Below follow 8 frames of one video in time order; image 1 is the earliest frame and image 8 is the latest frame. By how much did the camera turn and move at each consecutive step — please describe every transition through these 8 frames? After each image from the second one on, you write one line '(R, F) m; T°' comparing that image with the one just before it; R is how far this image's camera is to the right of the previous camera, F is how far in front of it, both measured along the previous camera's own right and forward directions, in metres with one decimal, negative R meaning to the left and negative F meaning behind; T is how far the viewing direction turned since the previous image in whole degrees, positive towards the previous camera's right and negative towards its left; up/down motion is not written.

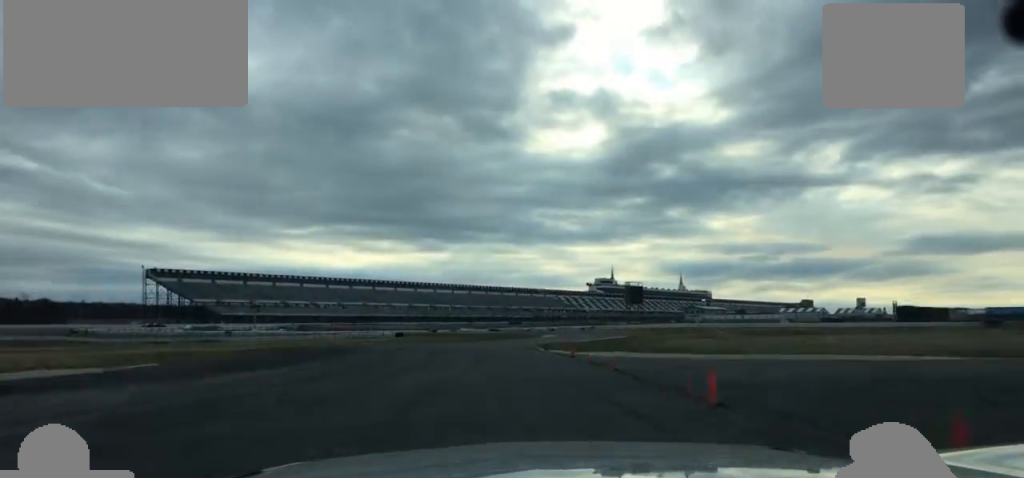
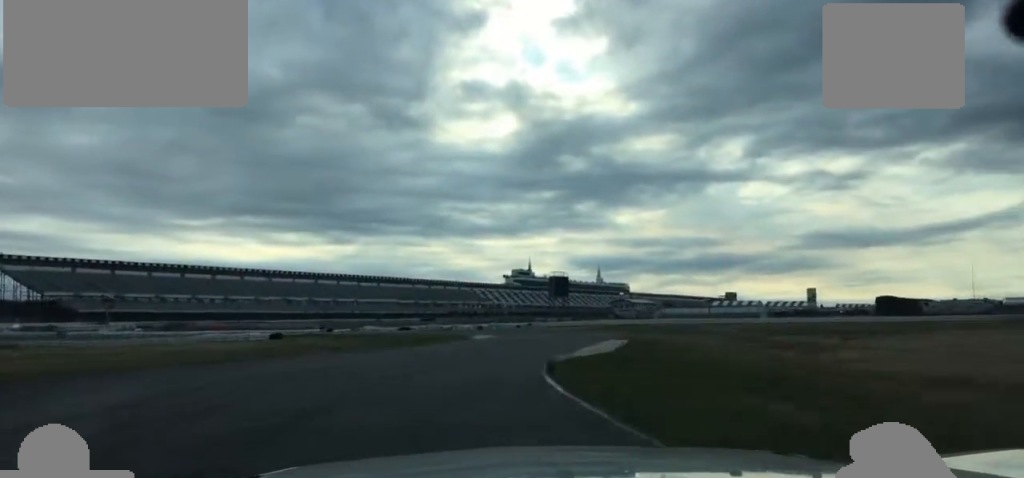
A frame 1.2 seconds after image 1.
(+1.5, +32.4) m; +8°
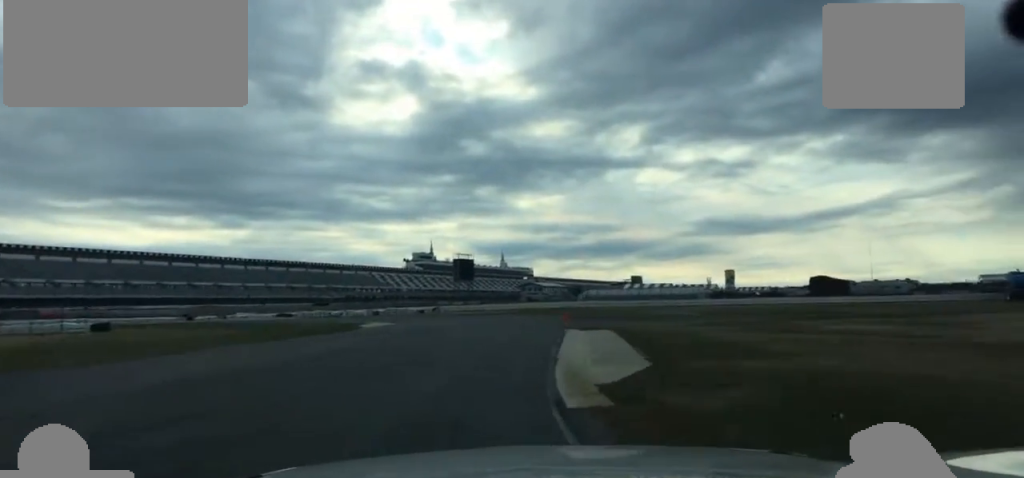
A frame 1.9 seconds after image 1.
(+1.2, +19.5) m; +5°
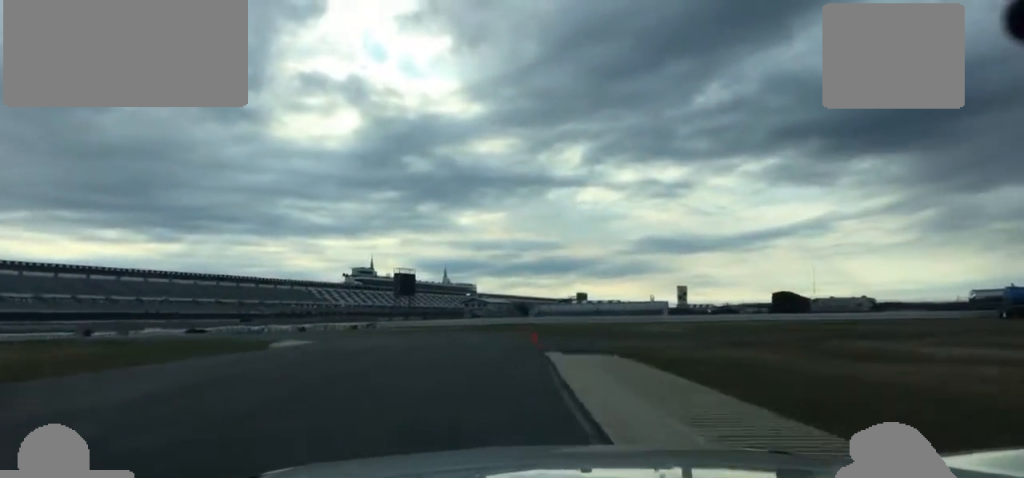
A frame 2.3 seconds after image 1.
(+0.6, +11.4) m; +2°
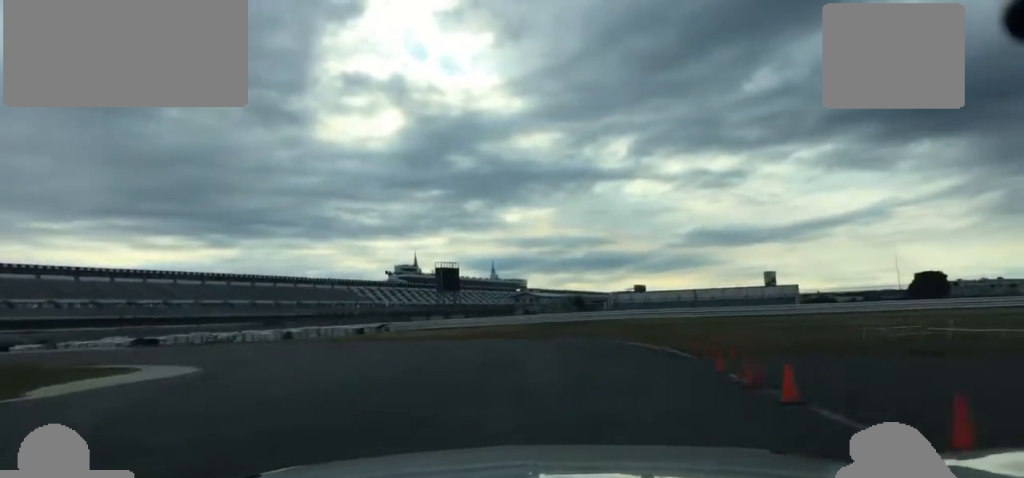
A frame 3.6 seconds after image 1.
(-0.3, +30.5) m; -7°
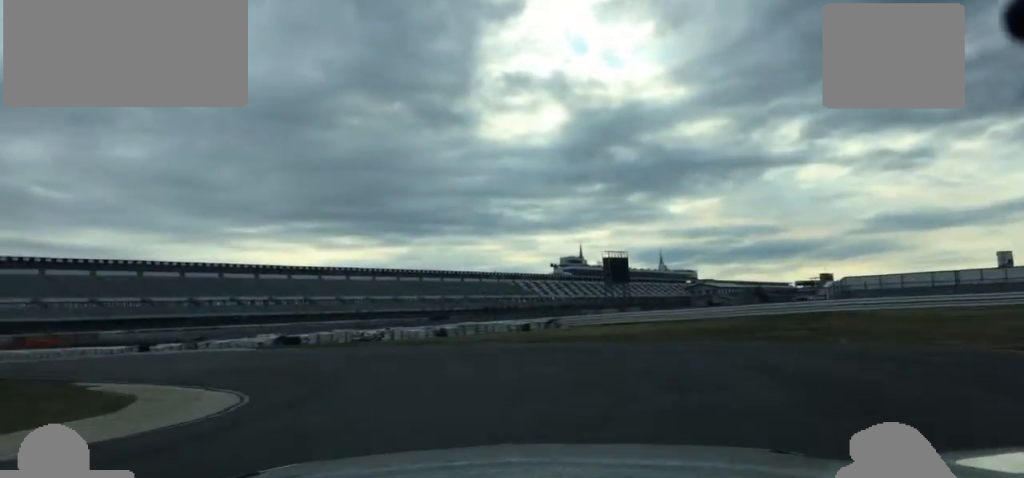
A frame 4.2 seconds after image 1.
(-0.9, +14.8) m; -10°
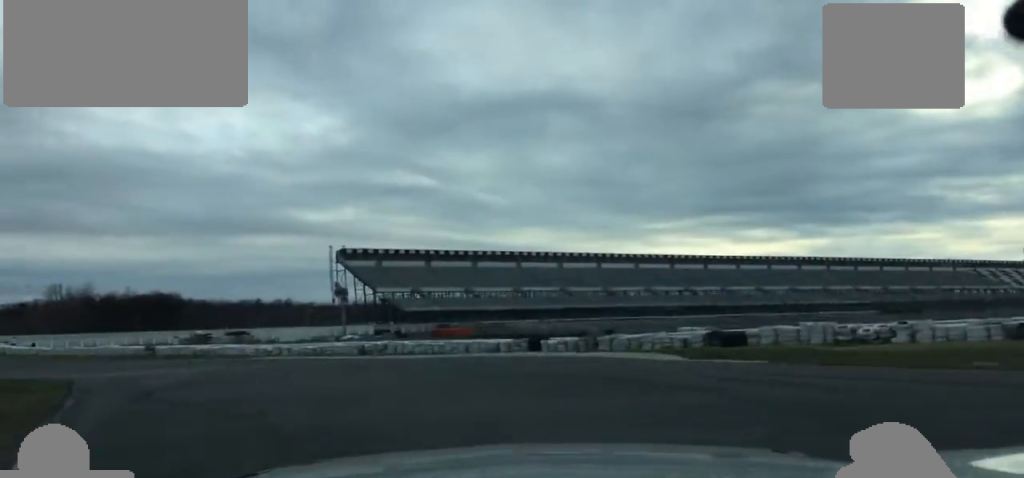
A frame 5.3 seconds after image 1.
(-4.5, +24.9) m; -24°
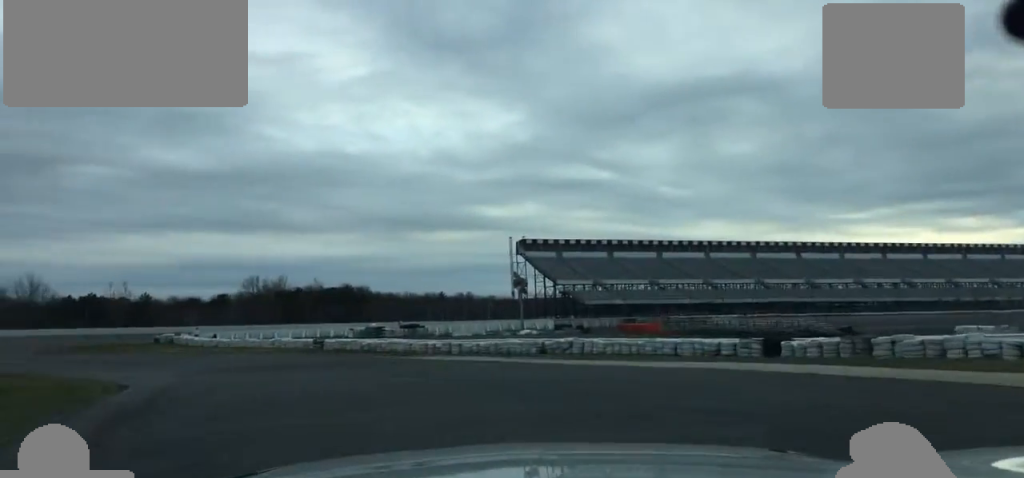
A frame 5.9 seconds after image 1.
(-2.1, +12.3) m; -12°
